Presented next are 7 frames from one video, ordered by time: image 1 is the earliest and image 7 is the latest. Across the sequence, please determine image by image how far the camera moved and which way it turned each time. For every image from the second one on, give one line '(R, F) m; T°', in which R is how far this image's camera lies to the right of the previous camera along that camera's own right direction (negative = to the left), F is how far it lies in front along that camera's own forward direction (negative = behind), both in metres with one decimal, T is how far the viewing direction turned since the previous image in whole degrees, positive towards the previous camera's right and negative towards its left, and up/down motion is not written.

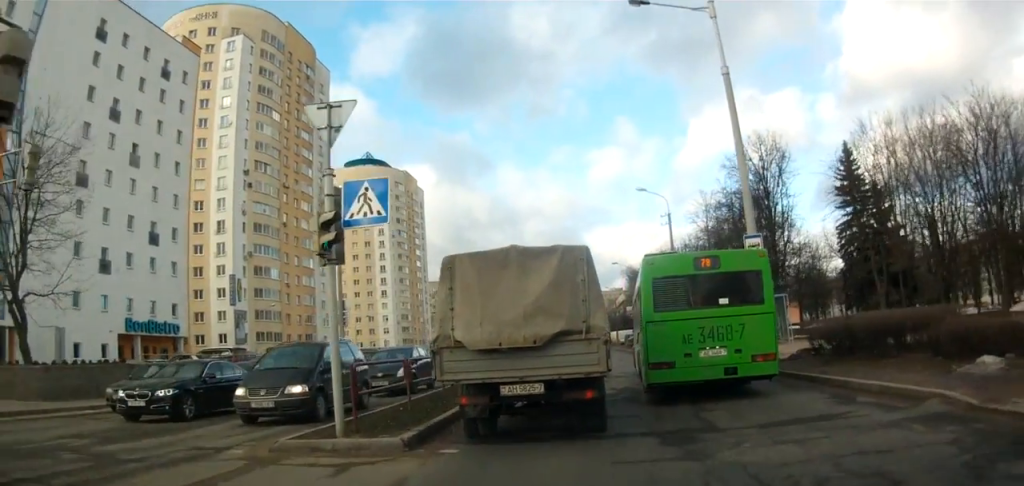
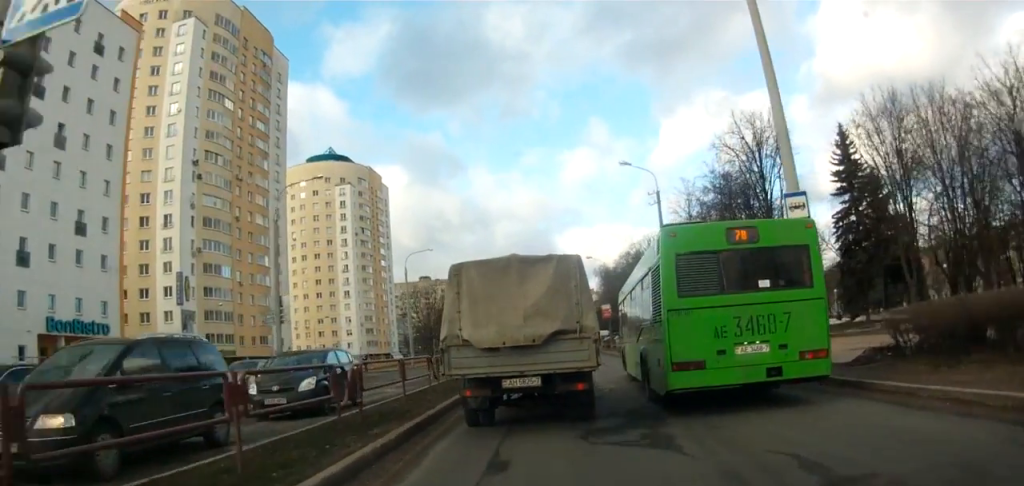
(+0.2, +6.1) m; 0°
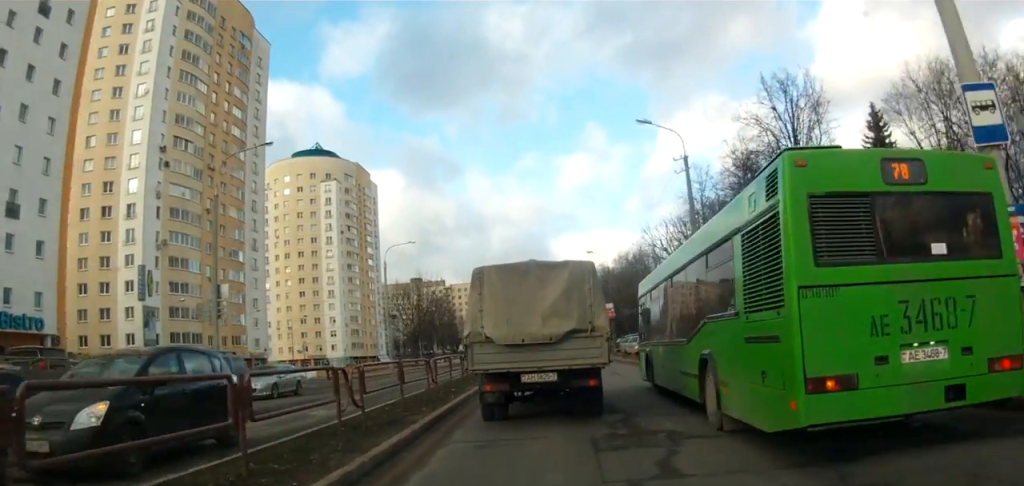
(-0.1, +6.2) m; -1°
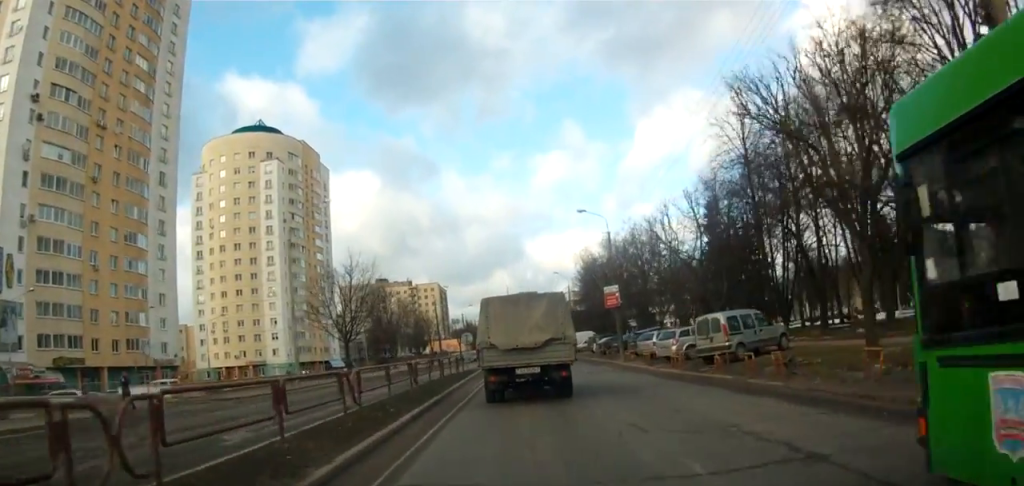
(+0.5, +17.9) m; +4°
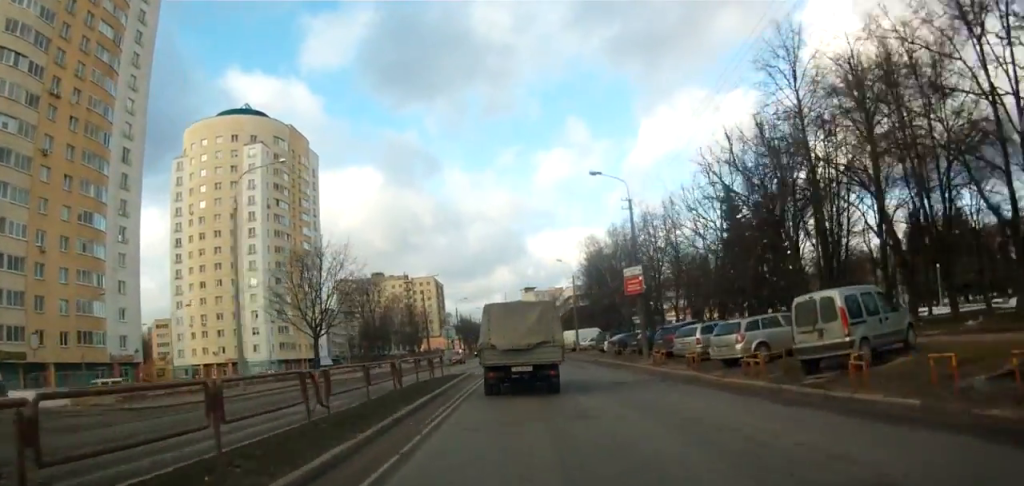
(+0.1, +8.9) m; +1°
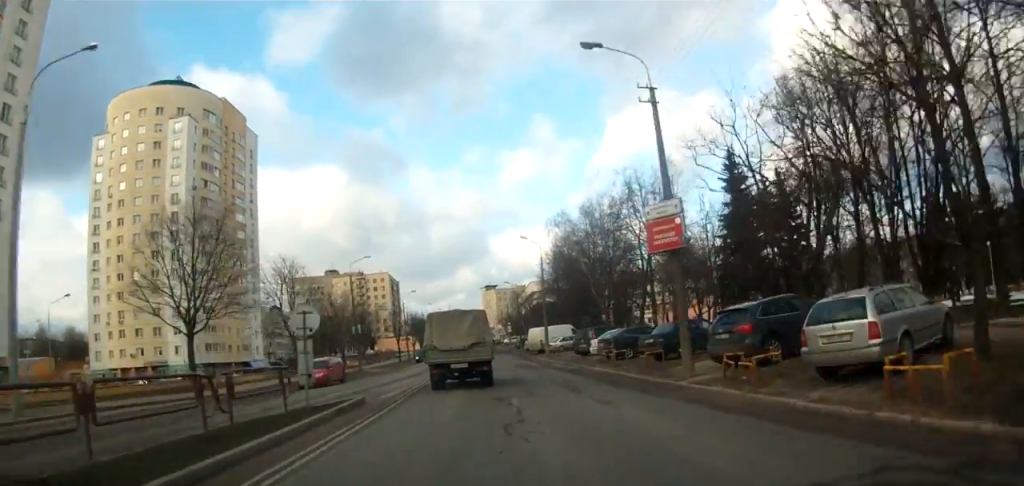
(+0.2, +15.0) m; +1°
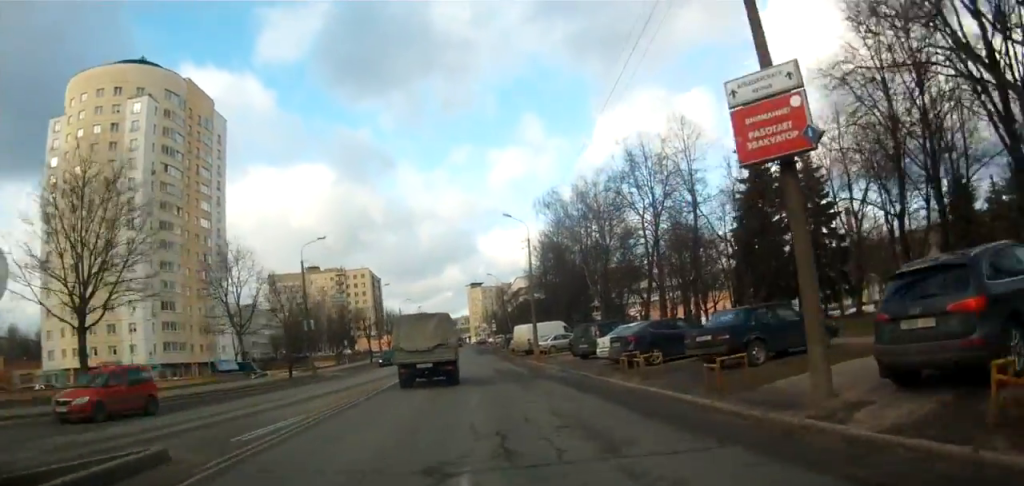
(0.0, +9.0) m; -1°
